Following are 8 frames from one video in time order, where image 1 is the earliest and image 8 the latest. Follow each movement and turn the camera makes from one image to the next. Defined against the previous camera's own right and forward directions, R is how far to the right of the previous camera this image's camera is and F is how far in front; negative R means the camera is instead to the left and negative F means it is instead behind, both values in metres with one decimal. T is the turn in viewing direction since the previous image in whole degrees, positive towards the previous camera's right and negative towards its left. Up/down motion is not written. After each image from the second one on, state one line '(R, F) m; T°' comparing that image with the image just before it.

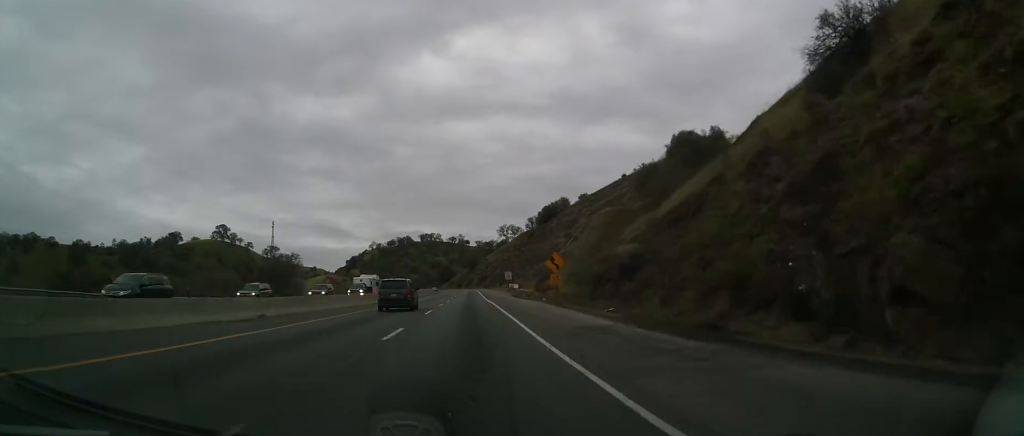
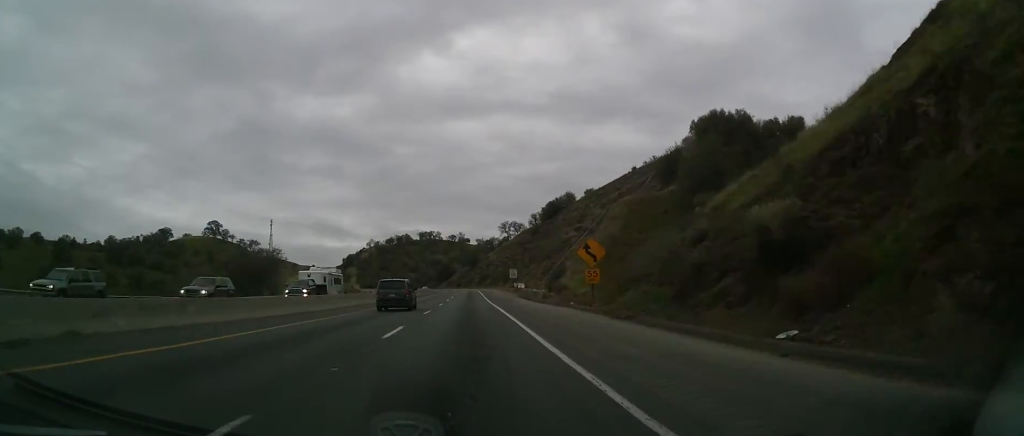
(+0.1, +14.1) m; 0°
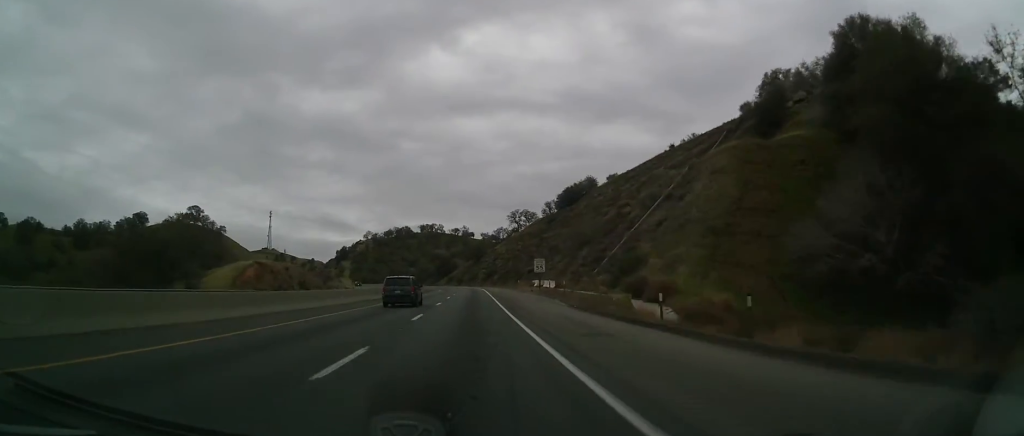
(-0.3, +36.4) m; -1°
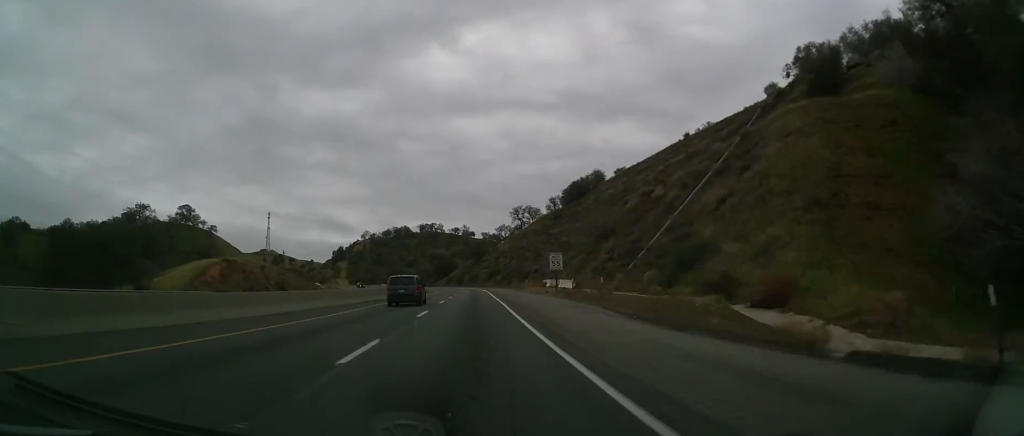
(0.0, +13.2) m; 0°
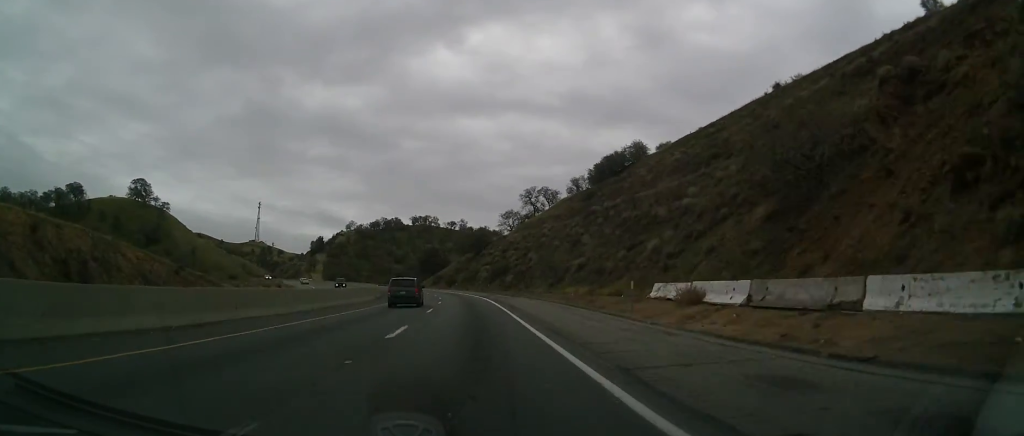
(0.0, +53.0) m; 0°
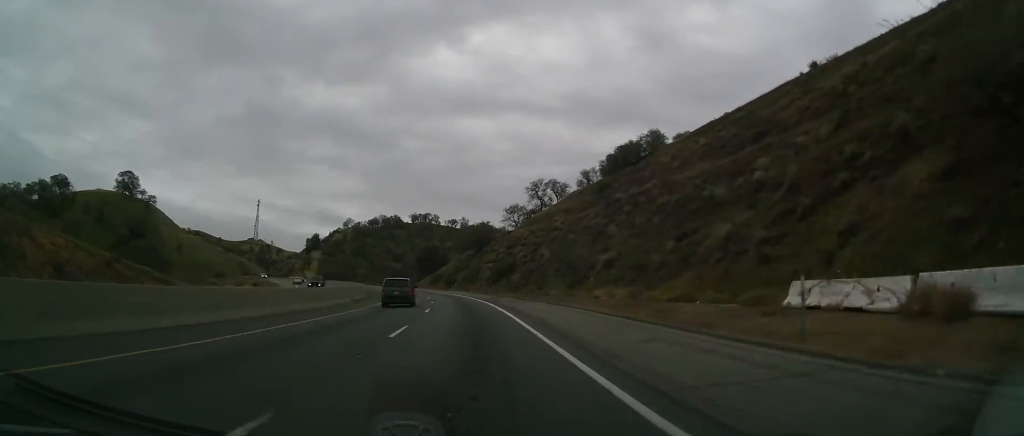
(+0.1, +14.3) m; 0°
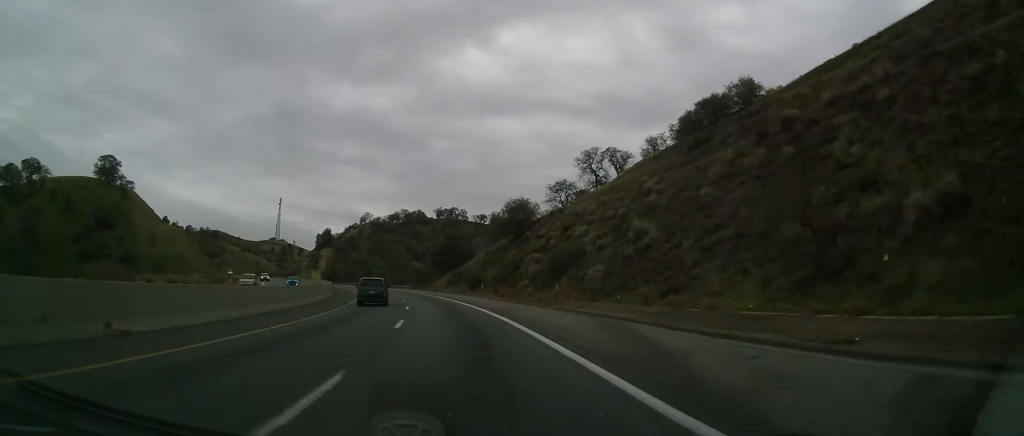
(-0.7, +40.4) m; -2°
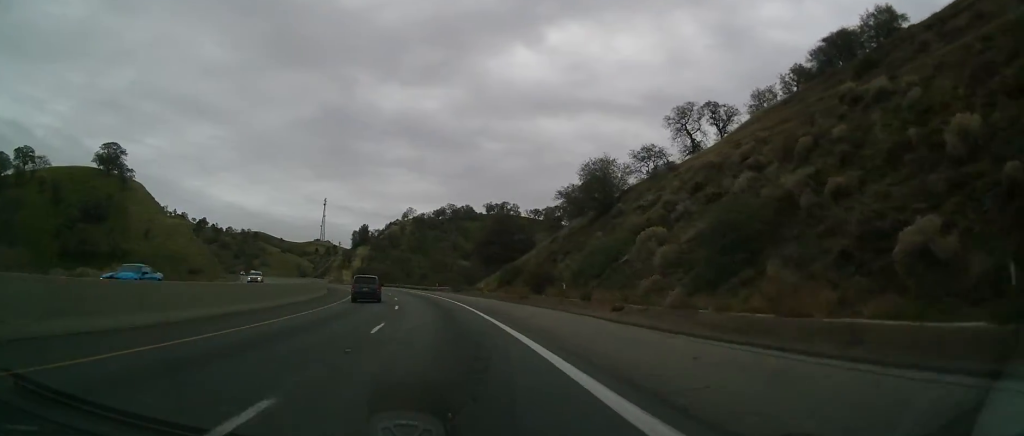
(-0.4, +32.0) m; -3°
